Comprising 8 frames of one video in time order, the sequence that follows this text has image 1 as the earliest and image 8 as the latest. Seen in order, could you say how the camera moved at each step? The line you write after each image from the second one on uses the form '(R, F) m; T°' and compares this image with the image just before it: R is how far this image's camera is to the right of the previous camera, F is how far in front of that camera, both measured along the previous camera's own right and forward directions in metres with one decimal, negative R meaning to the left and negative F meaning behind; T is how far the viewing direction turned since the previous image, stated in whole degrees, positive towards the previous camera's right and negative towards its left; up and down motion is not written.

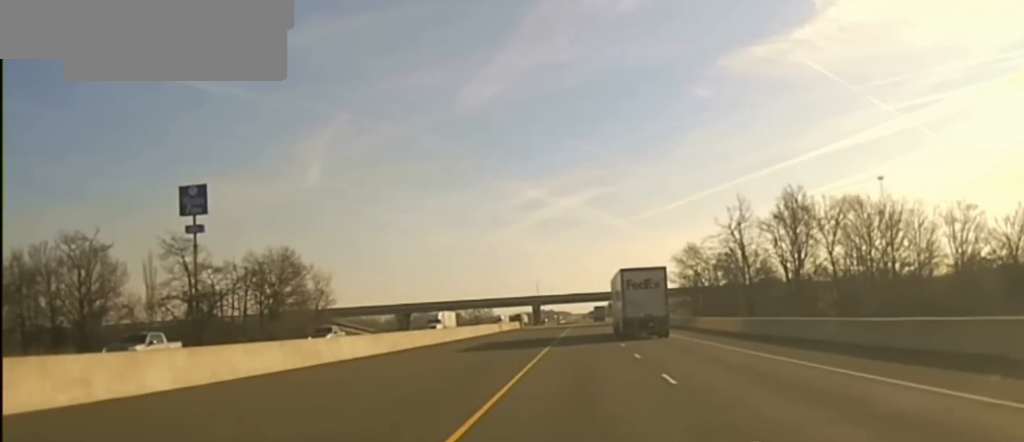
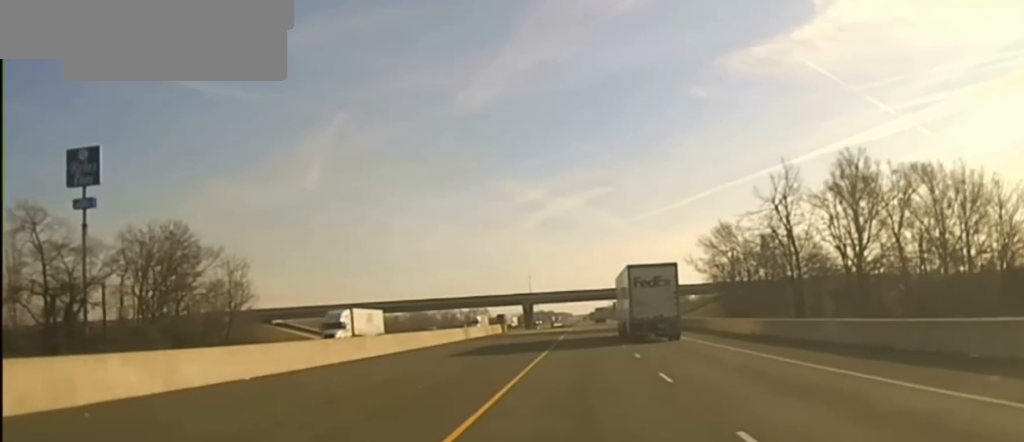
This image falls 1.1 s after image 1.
(-0.3, +35.5) m; 0°
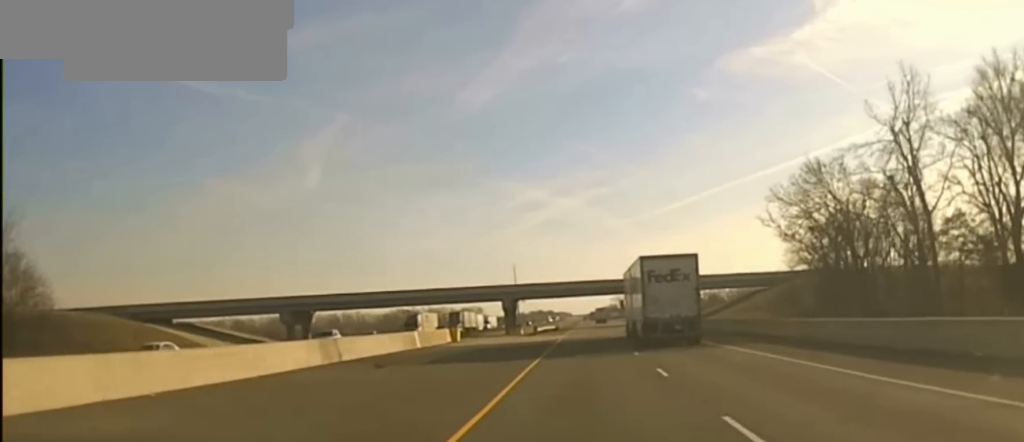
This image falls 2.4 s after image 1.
(+0.4, +44.3) m; 0°
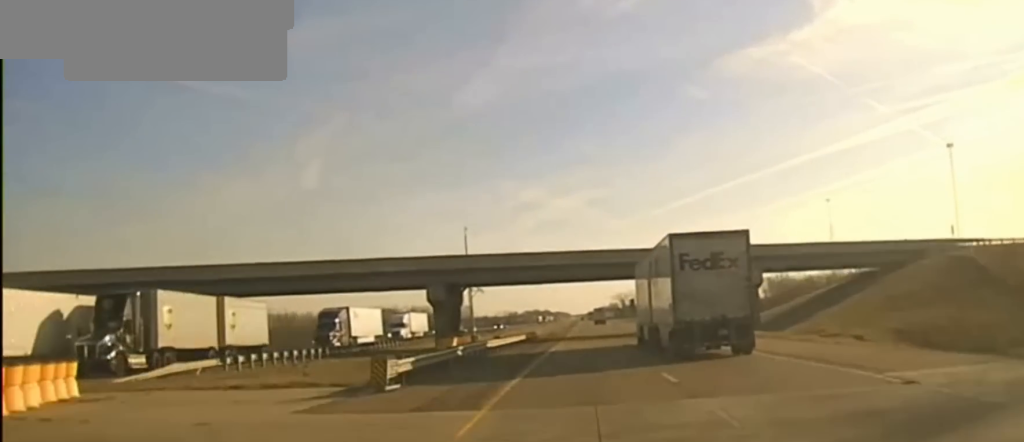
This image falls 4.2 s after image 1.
(-0.4, +55.7) m; 0°
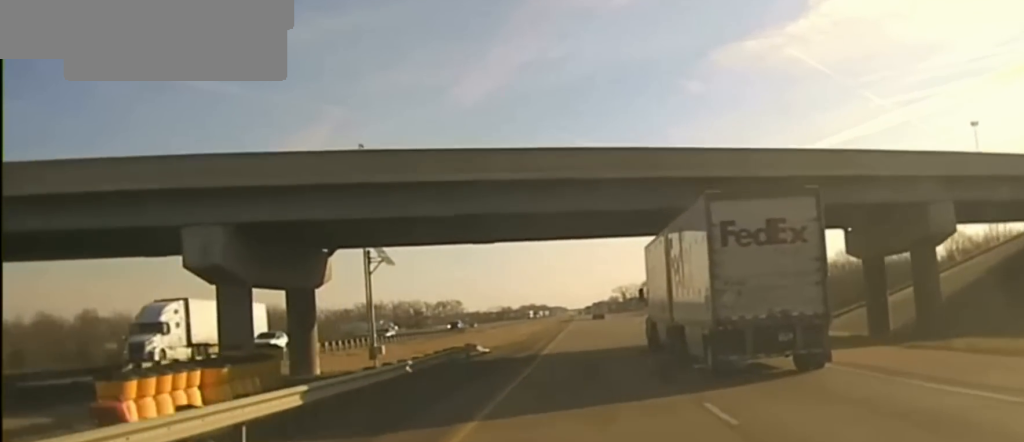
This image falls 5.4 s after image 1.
(+0.1, +49.6) m; 0°
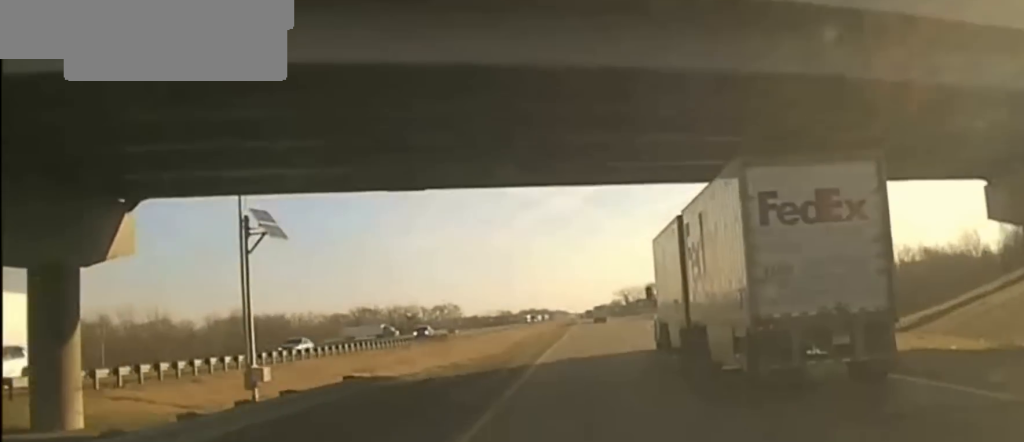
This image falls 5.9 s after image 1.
(+0.2, +23.1) m; 0°
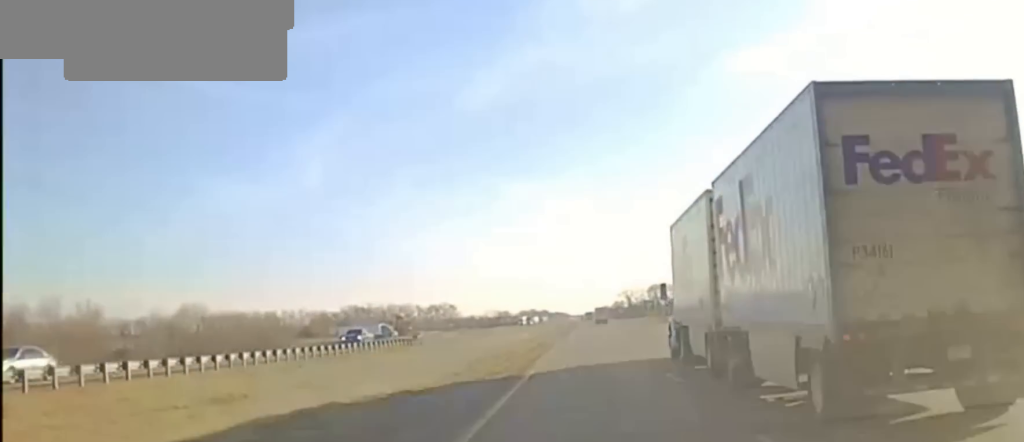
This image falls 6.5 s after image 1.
(+0.1, +22.3) m; 0°
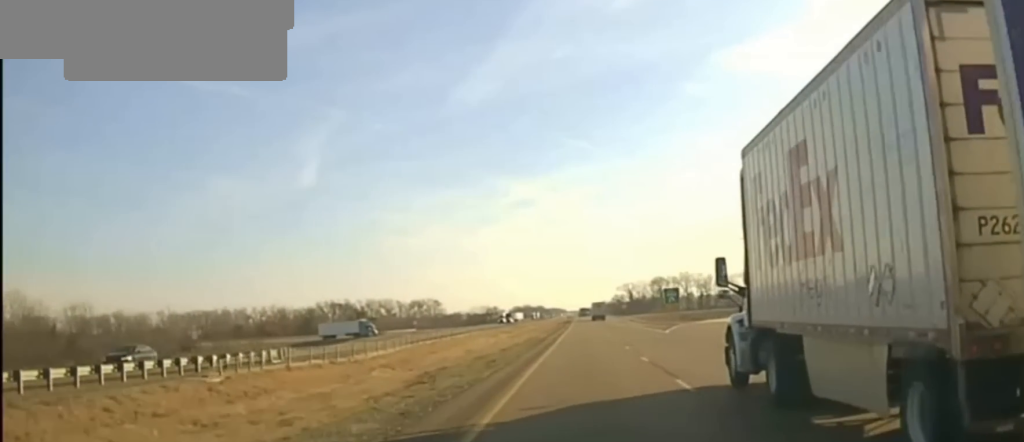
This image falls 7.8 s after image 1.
(-0.3, +54.7) m; 0°
